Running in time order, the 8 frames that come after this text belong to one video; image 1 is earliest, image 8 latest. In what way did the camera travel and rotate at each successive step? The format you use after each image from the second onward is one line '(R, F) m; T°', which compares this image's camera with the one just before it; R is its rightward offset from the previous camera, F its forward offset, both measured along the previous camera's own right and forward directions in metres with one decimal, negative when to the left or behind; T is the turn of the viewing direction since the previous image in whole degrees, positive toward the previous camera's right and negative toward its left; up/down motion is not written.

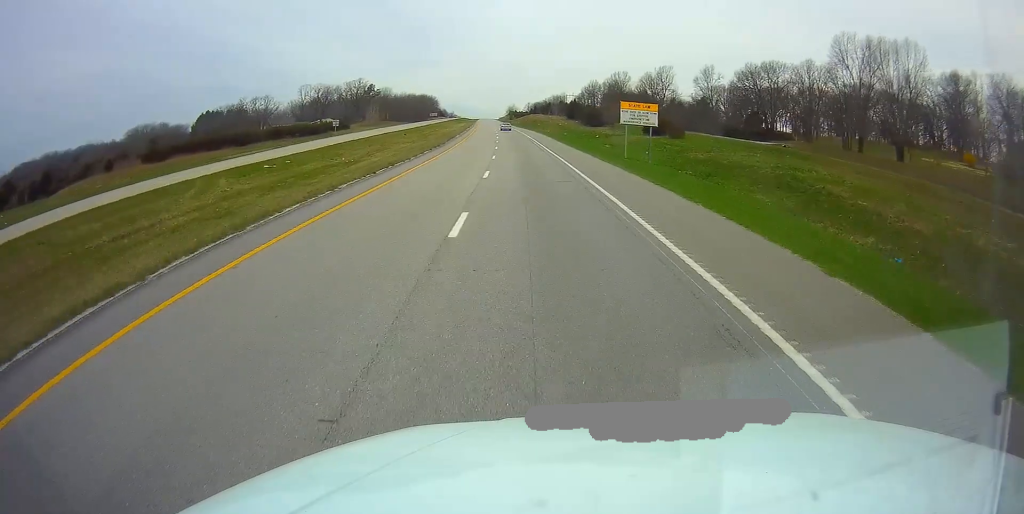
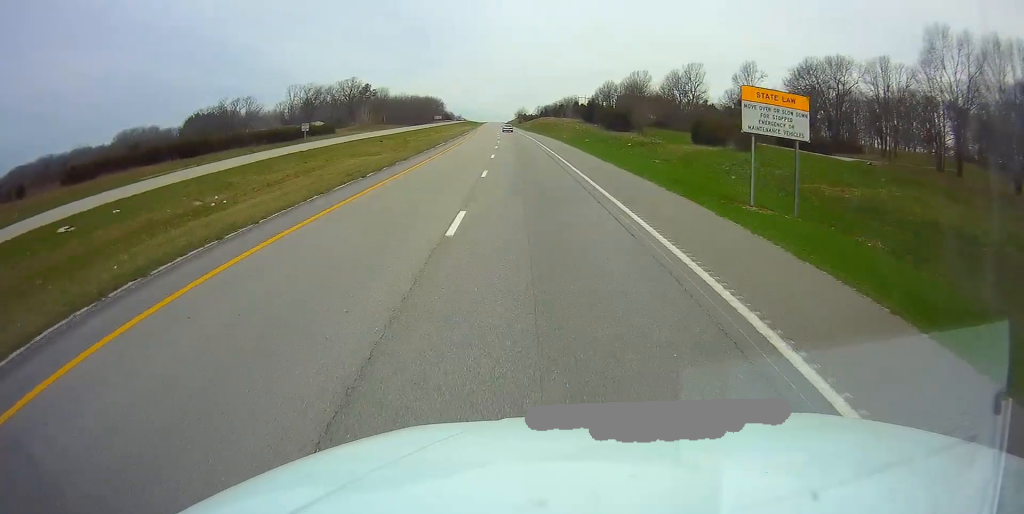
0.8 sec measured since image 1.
(-0.1, +24.4) m; -1°
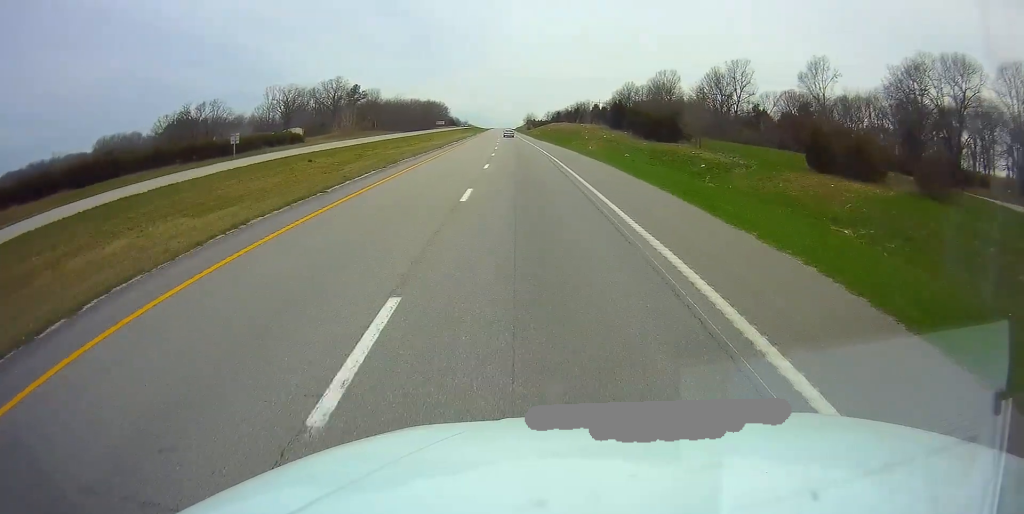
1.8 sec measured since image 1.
(-0.5, +31.2) m; -1°
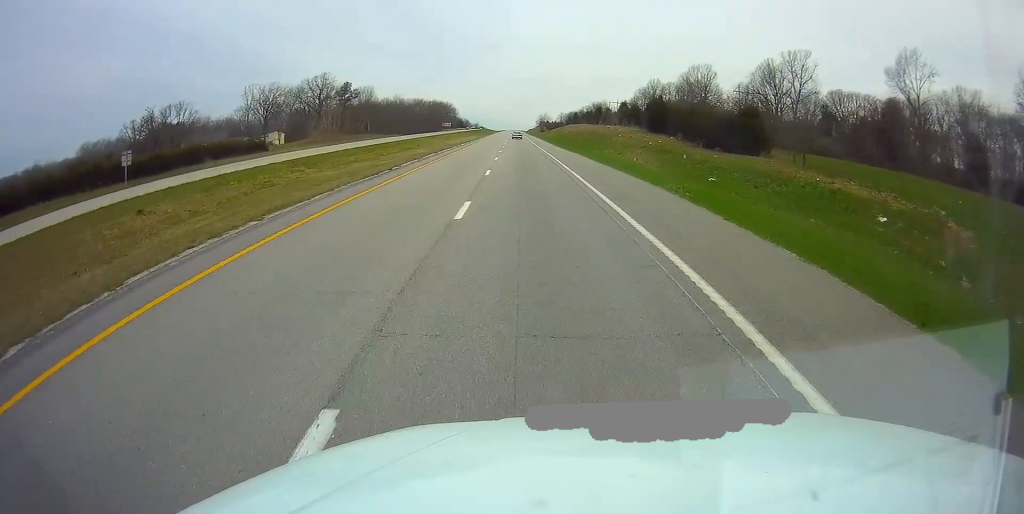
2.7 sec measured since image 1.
(-0.3, +27.2) m; 0°
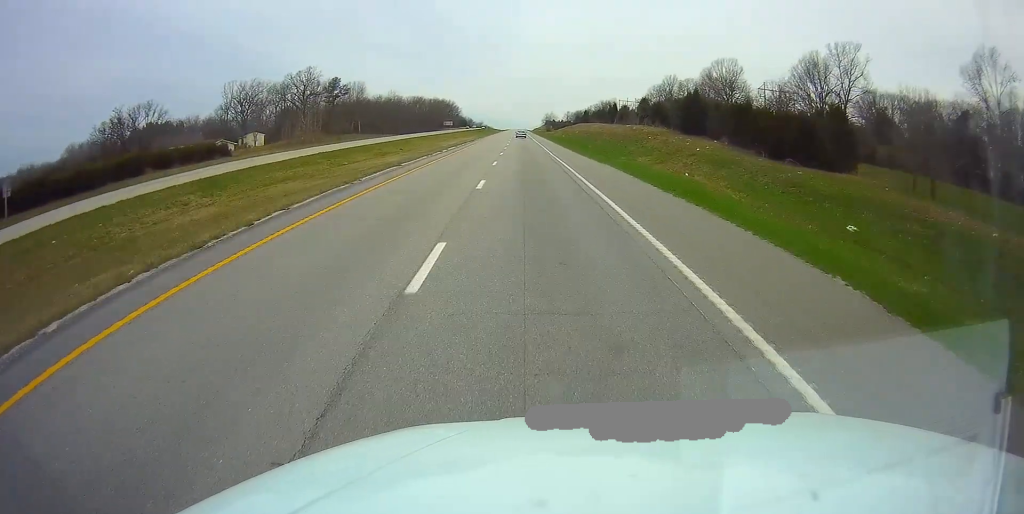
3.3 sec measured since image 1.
(+0.1, +18.2) m; 0°
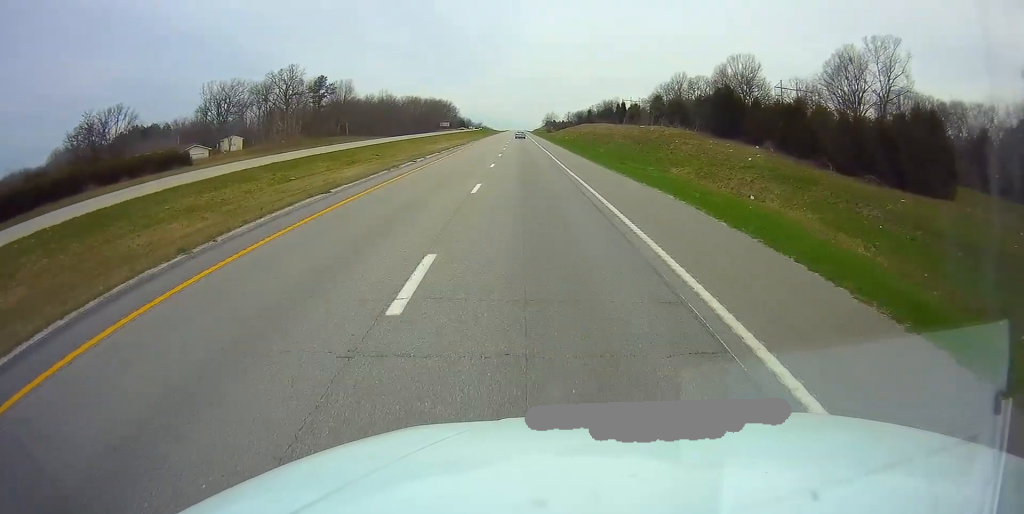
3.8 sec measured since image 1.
(0.0, +13.1) m; 0°
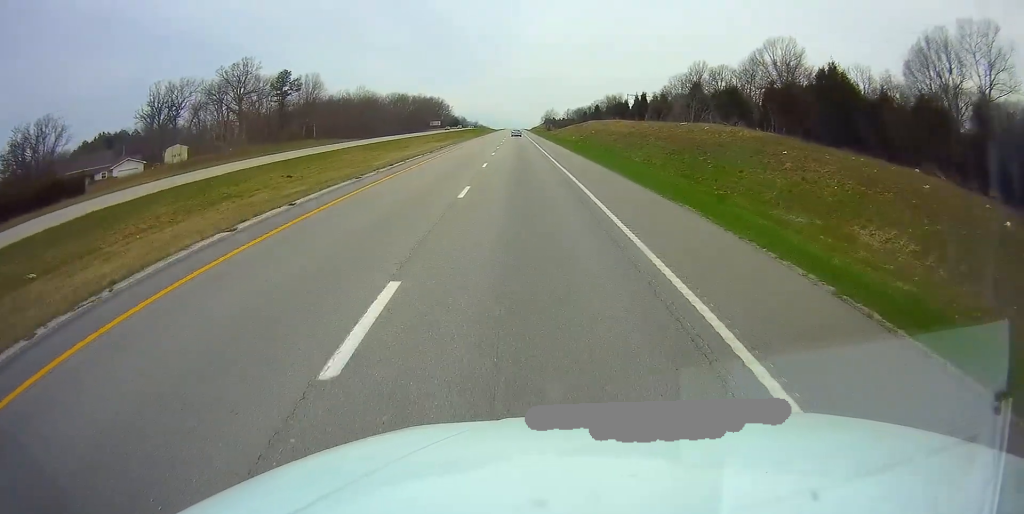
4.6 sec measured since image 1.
(-0.1, +26.0) m; 0°
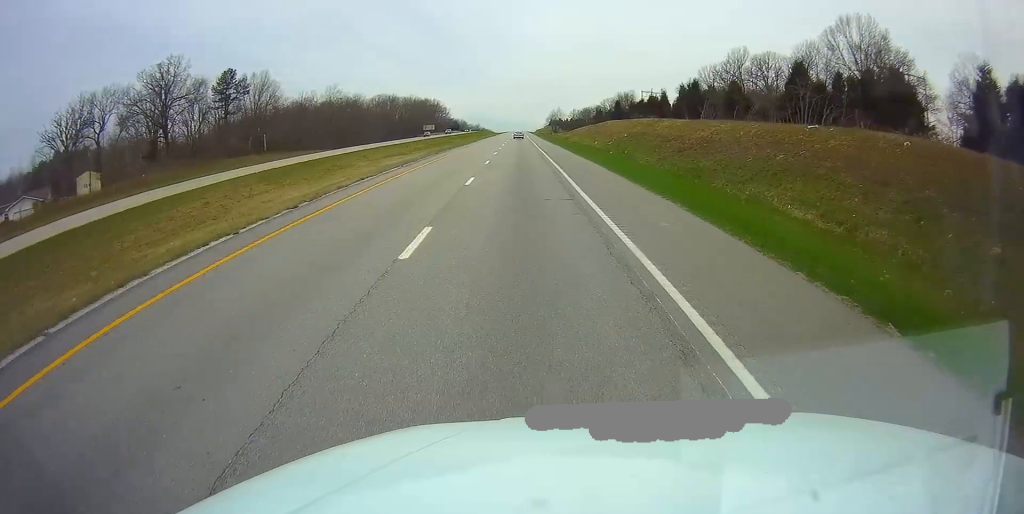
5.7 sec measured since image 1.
(0.0, +31.9) m; 0°
